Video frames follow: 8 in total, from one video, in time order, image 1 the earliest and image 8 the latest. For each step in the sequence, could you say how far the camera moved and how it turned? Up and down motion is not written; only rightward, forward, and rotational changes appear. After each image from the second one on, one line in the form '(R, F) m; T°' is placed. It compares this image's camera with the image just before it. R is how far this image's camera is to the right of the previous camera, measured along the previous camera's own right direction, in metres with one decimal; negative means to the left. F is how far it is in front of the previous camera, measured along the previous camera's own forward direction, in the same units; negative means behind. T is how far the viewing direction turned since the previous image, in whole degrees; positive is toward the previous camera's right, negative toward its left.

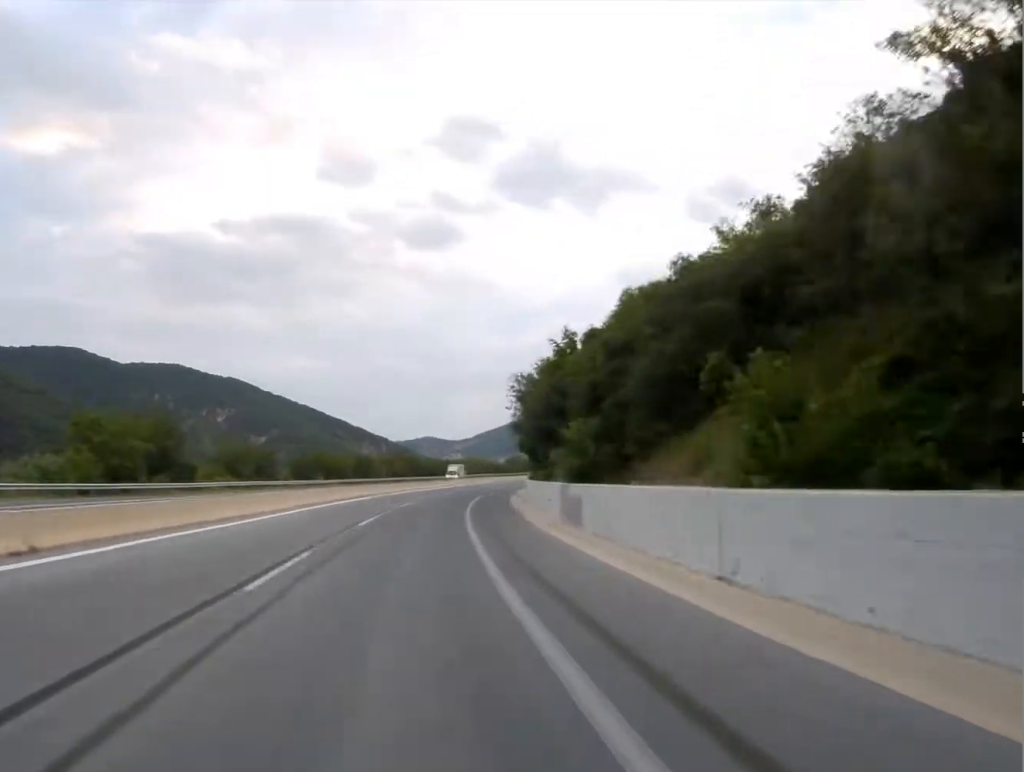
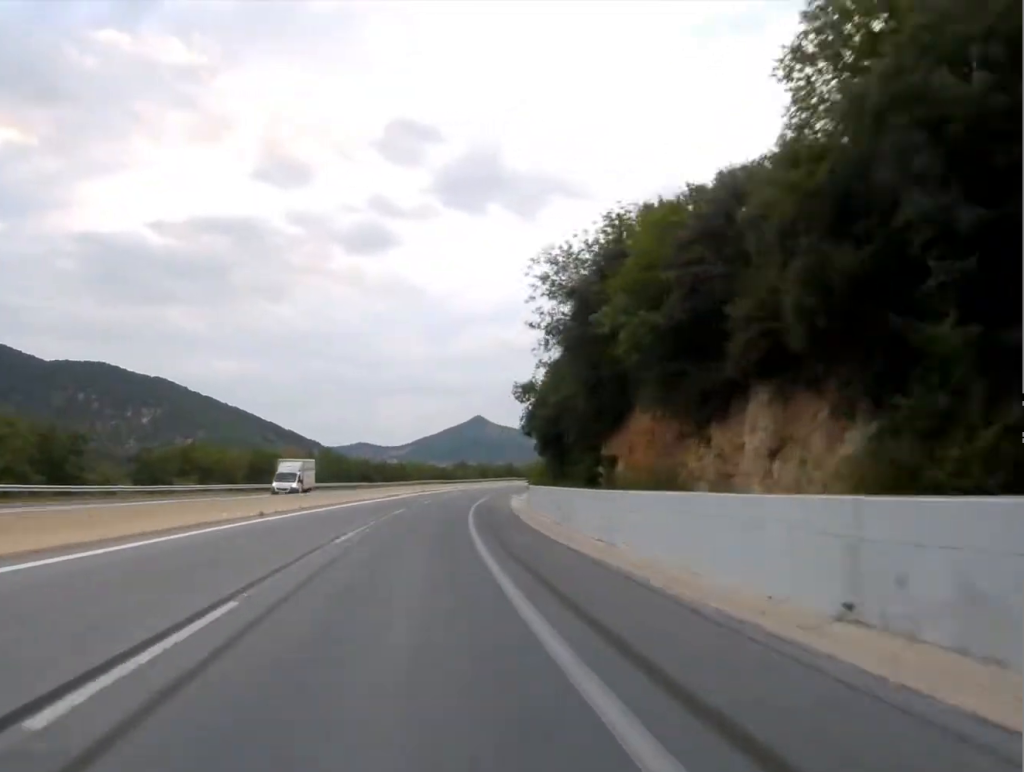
(+1.6, +44.6) m; +4°
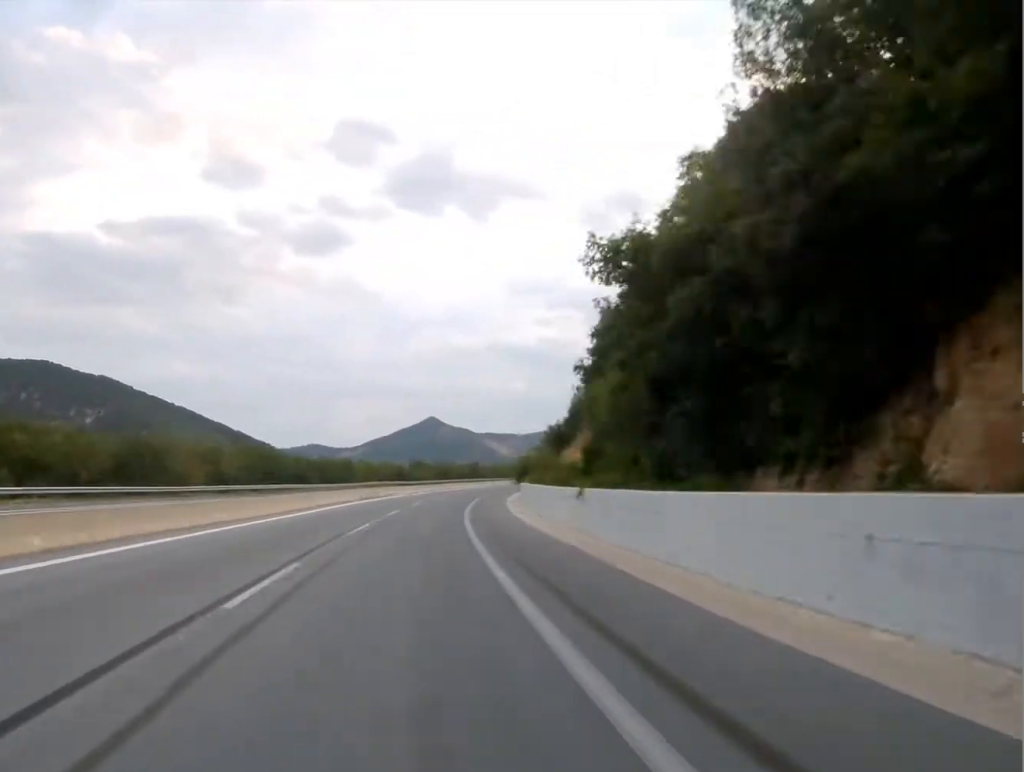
(+0.2, +31.0) m; +3°
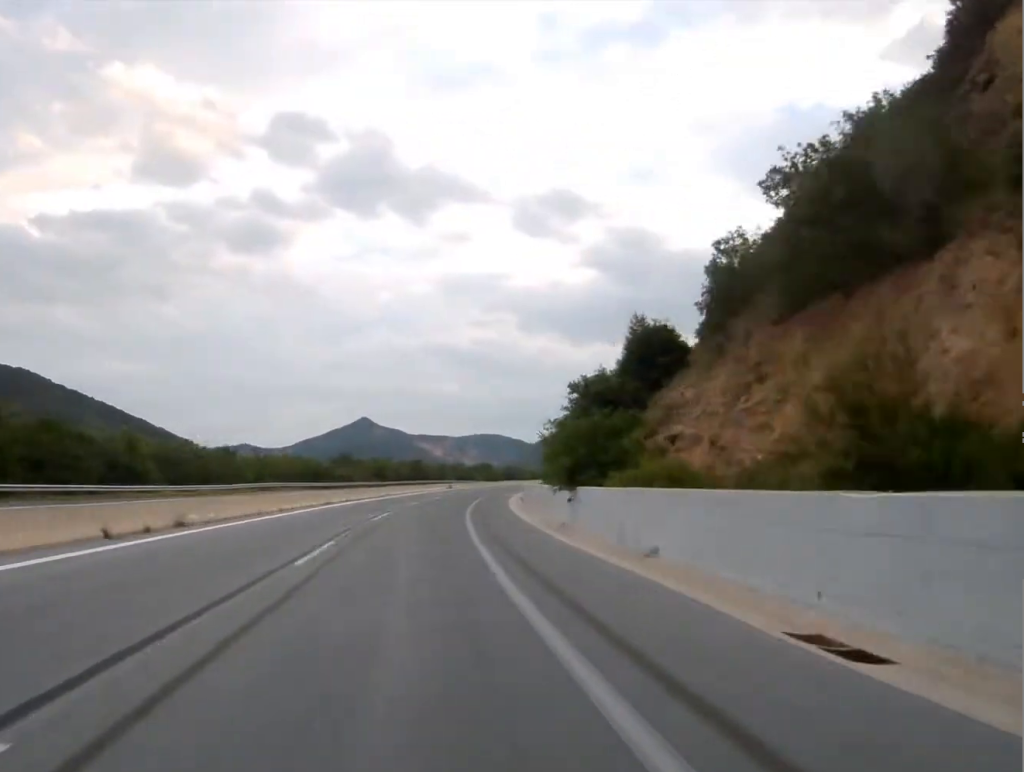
(+2.1, +48.2) m; +5°
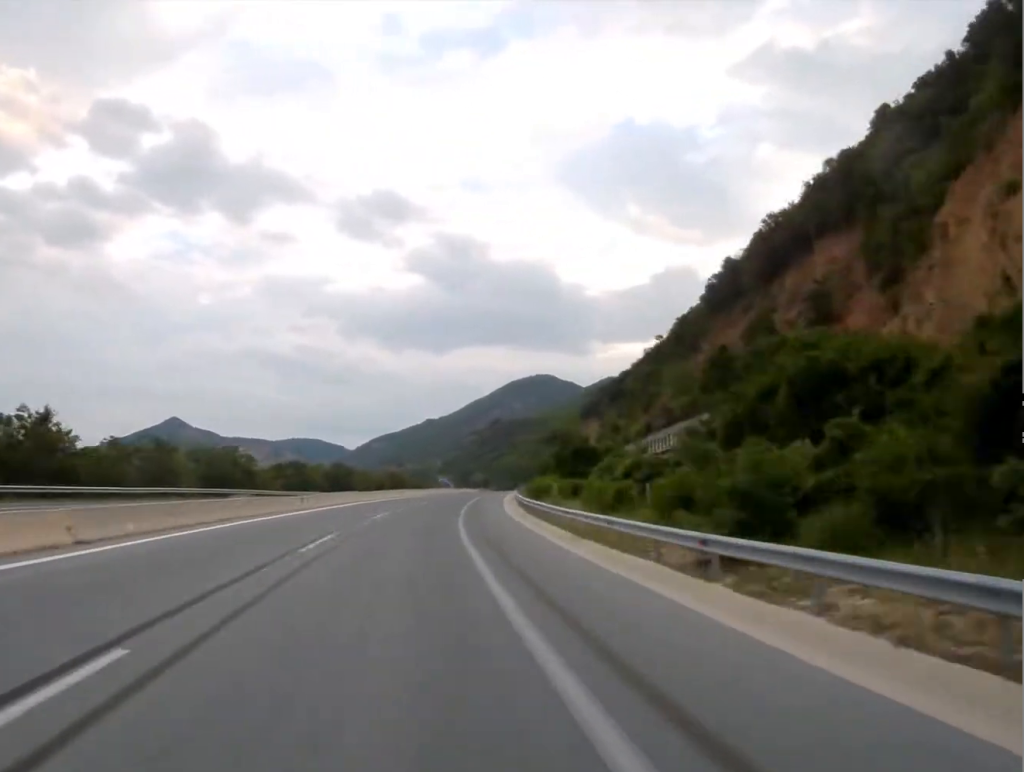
(+12.1, +118.3) m; +11°
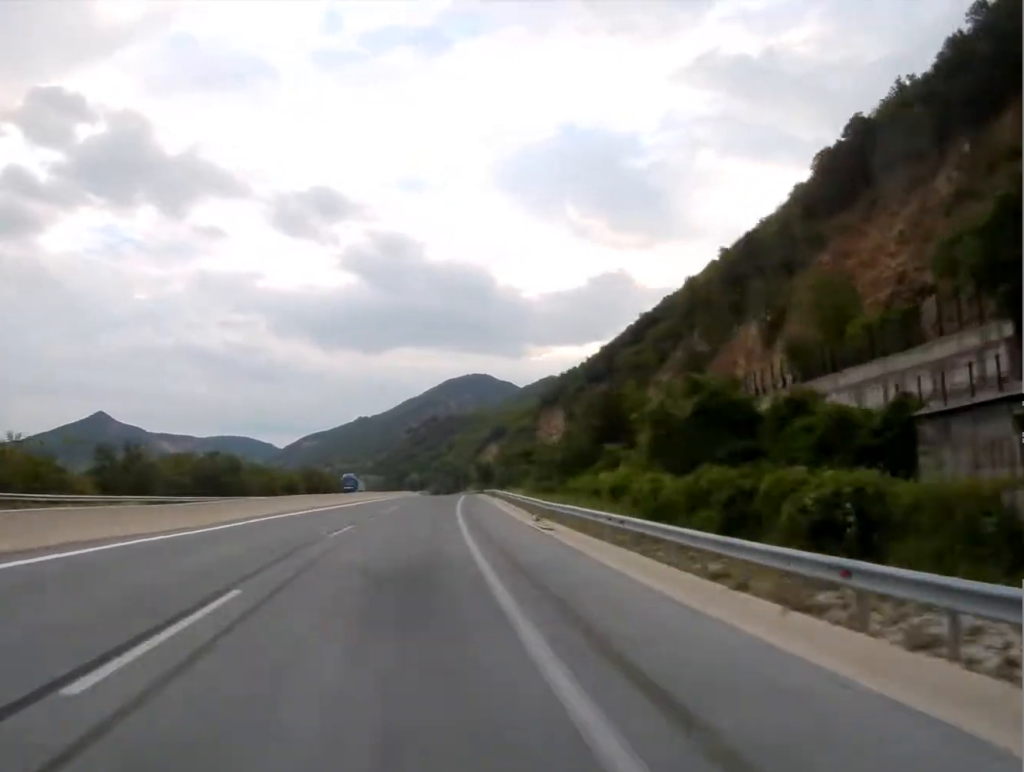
(+1.4, +50.0) m; +3°
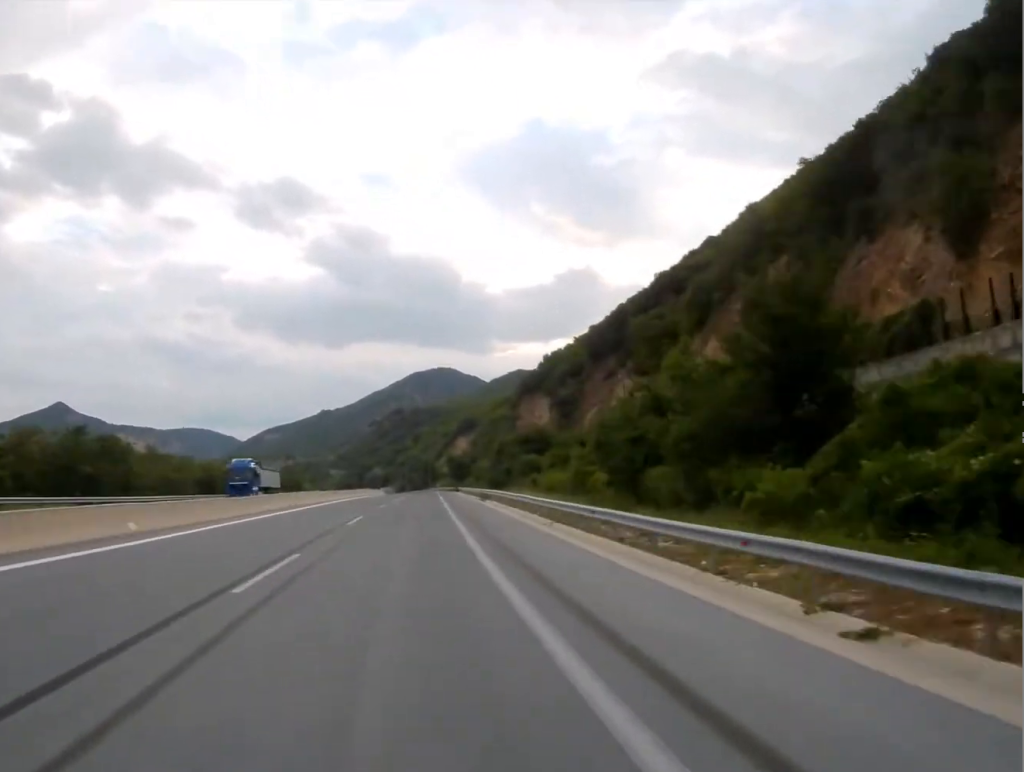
(+0.9, +30.5) m; +2°
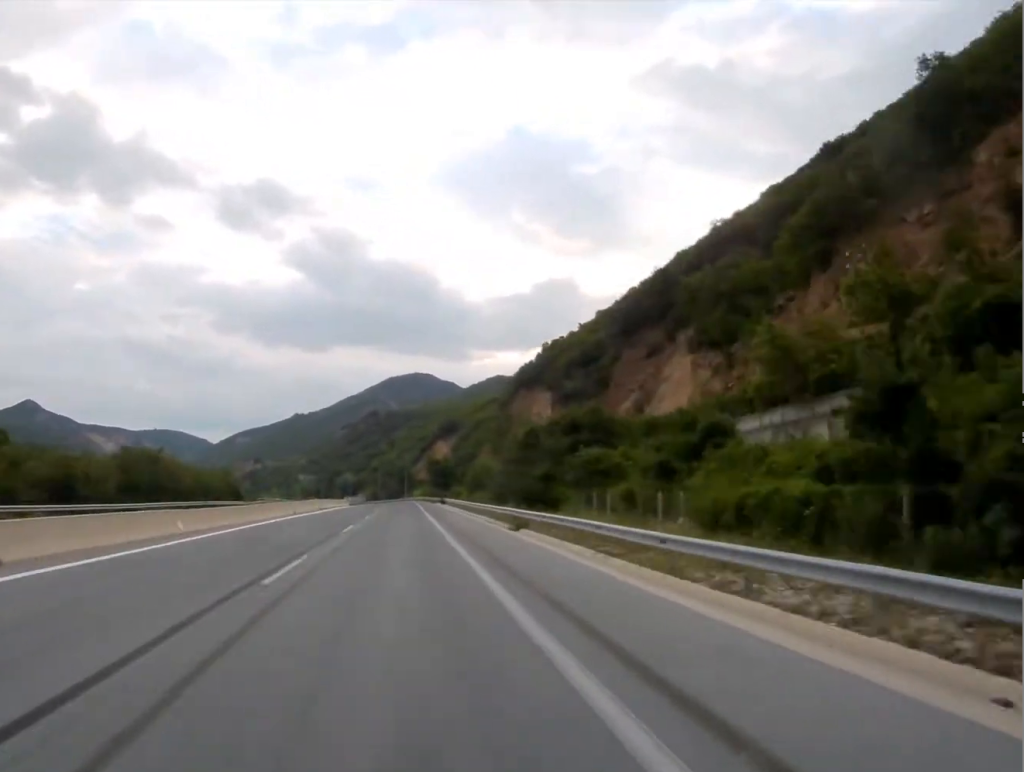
(+0.4, +34.3) m; +2°
